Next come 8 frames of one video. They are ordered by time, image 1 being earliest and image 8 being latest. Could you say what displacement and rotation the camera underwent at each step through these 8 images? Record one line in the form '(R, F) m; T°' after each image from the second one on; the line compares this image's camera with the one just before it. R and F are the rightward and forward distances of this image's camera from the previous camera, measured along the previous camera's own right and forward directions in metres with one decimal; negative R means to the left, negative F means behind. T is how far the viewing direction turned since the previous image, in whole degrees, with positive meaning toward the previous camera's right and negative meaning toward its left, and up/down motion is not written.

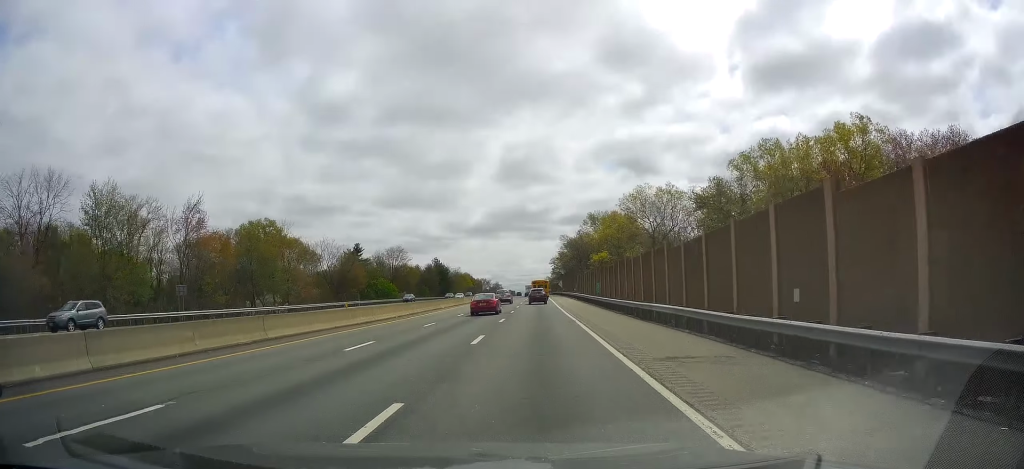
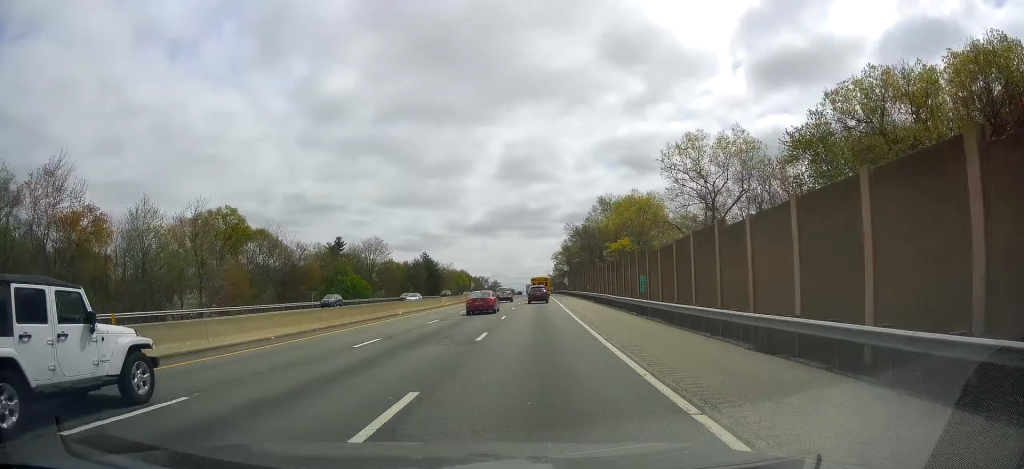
(0.0, +23.8) m; 0°
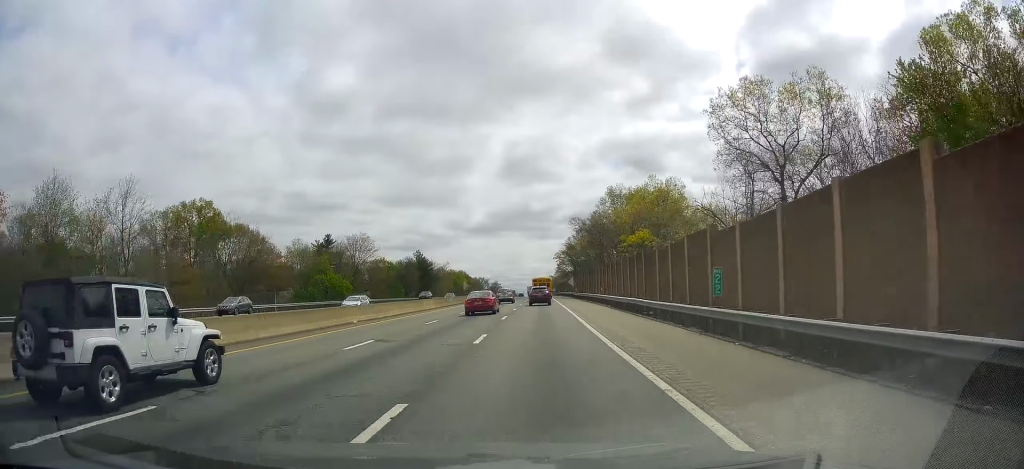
(0.0, +13.4) m; 0°
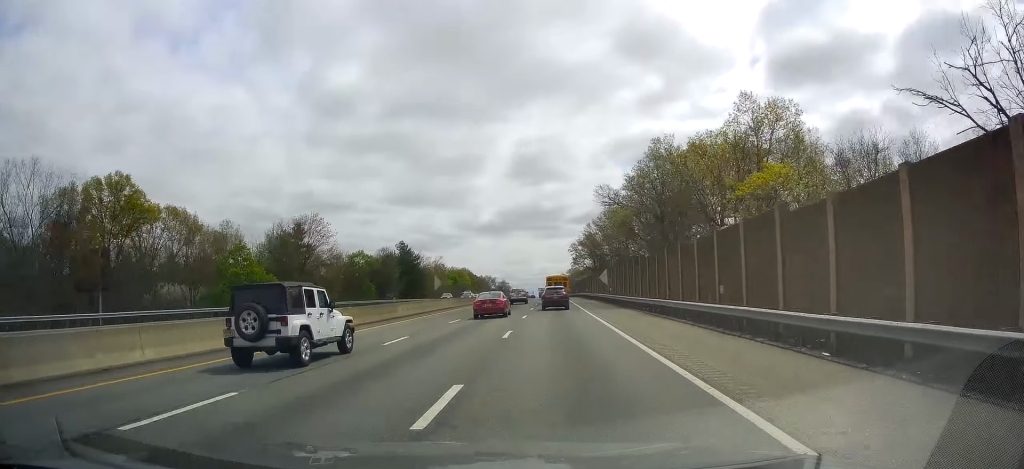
(+0.3, +35.8) m; +1°
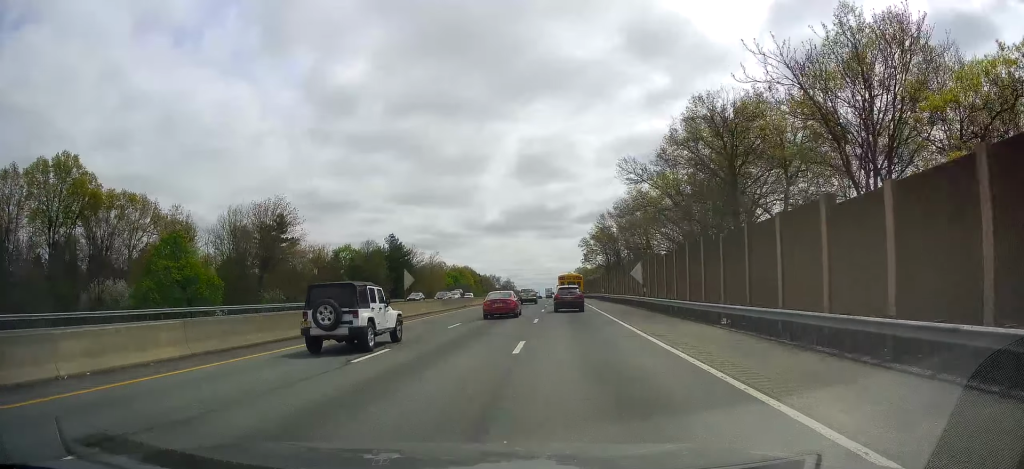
(+0.4, +17.0) m; -1°
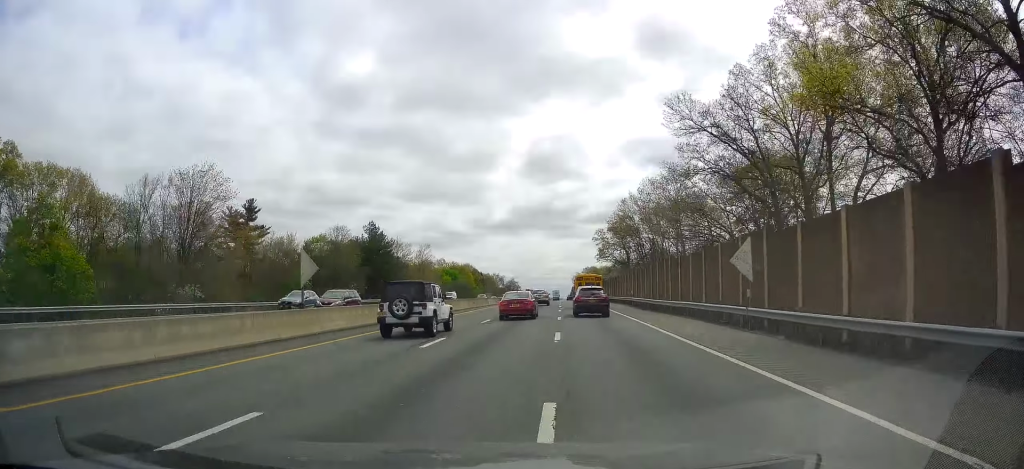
(-0.5, +21.7) m; -1°
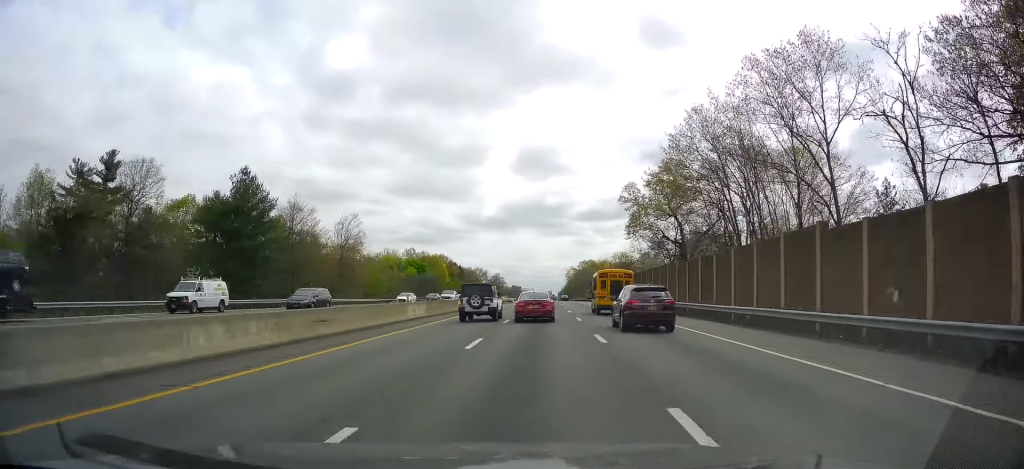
(-0.7, +49.4) m; 0°
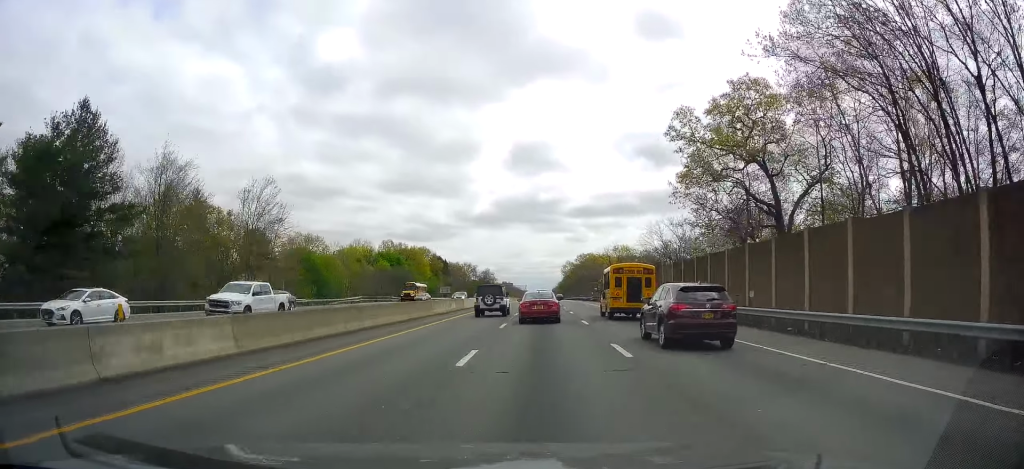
(+0.1, +27.9) m; +1°
